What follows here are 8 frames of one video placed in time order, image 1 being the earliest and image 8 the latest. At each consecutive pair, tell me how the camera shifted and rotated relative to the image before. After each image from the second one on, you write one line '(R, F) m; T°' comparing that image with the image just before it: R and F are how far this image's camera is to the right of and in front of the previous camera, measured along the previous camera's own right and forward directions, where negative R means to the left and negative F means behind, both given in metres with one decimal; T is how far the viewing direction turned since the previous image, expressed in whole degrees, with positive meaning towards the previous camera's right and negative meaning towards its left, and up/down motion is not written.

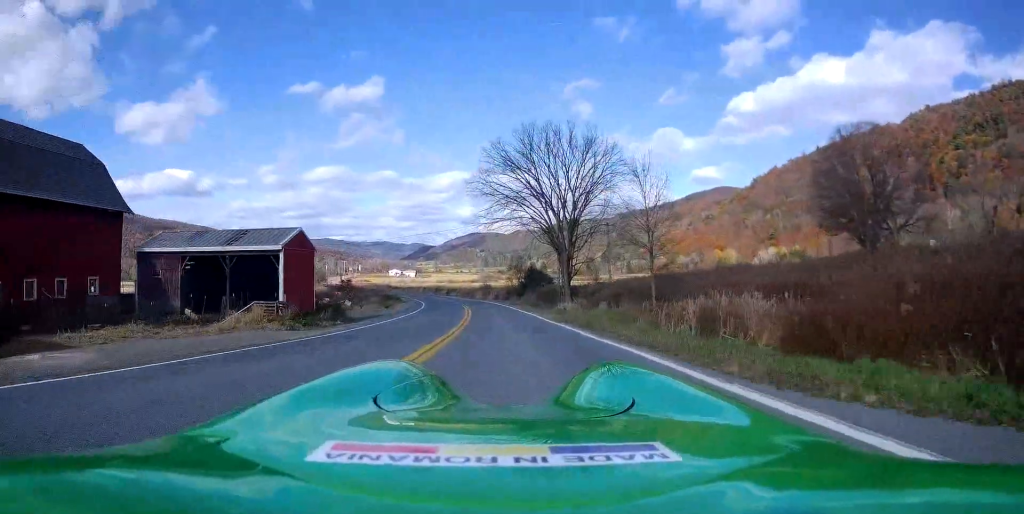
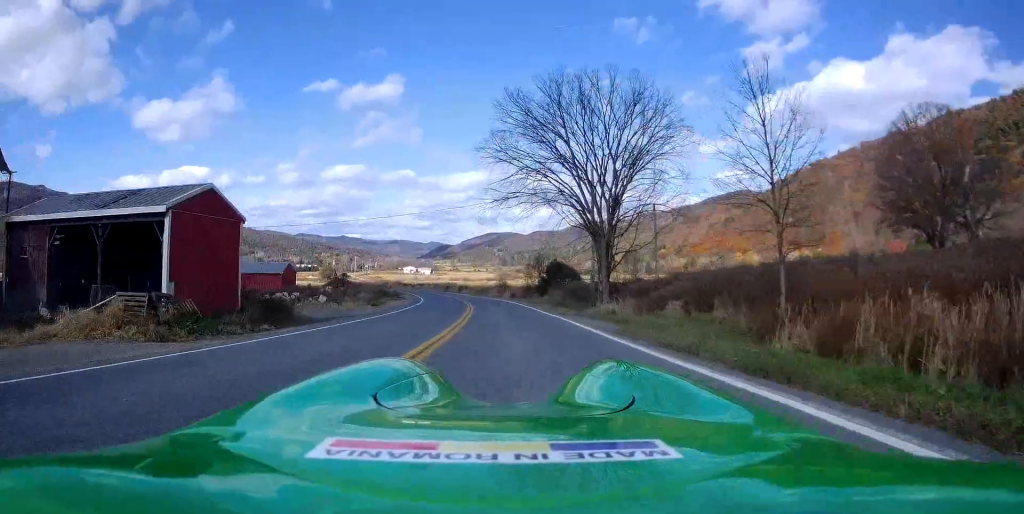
(0.0, +11.6) m; 0°
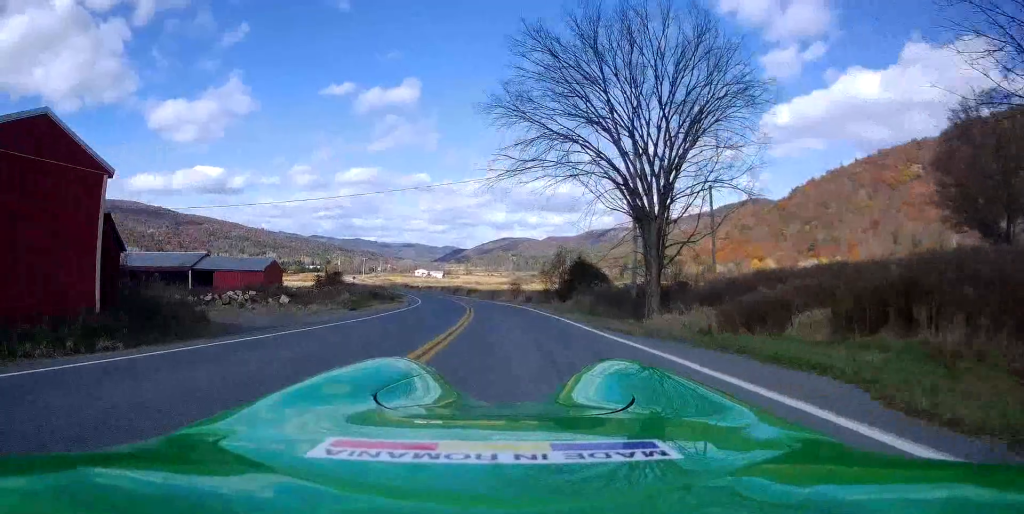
(0.0, +9.5) m; 0°
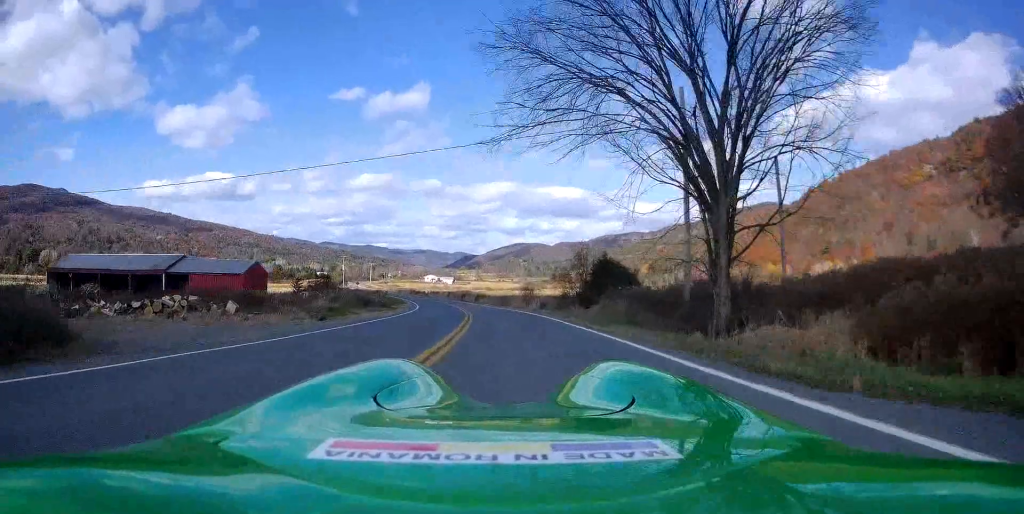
(0.0, +7.8) m; 0°
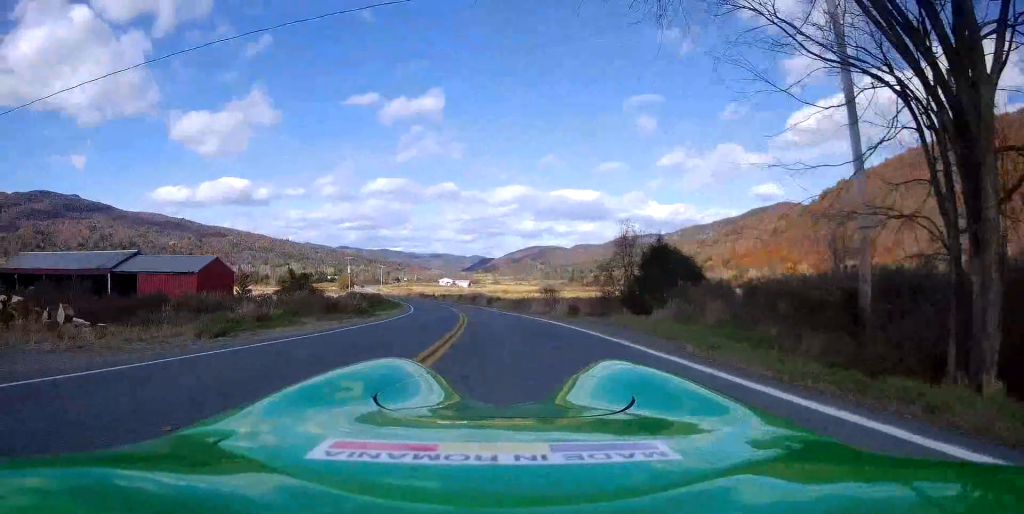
(0.0, +11.7) m; -2°
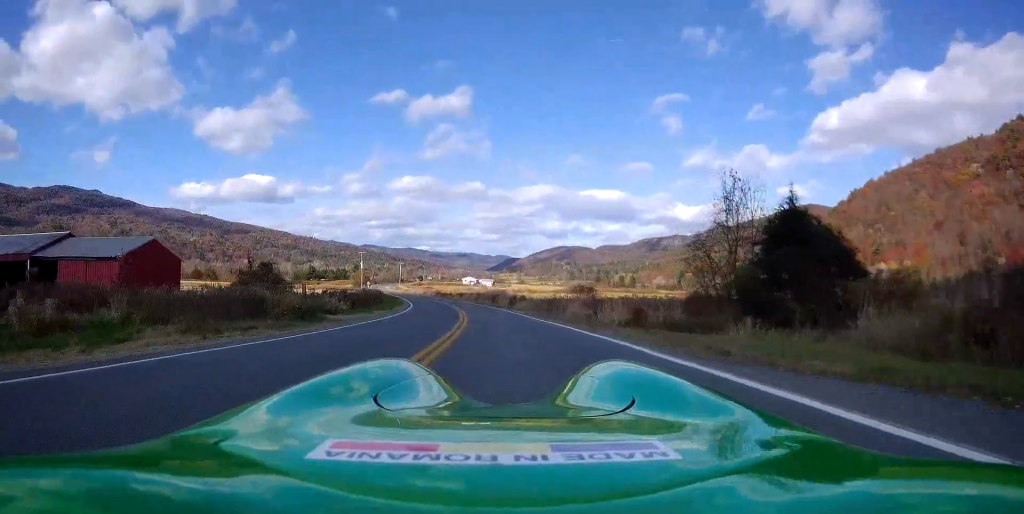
(-0.5, +13.2) m; -4°
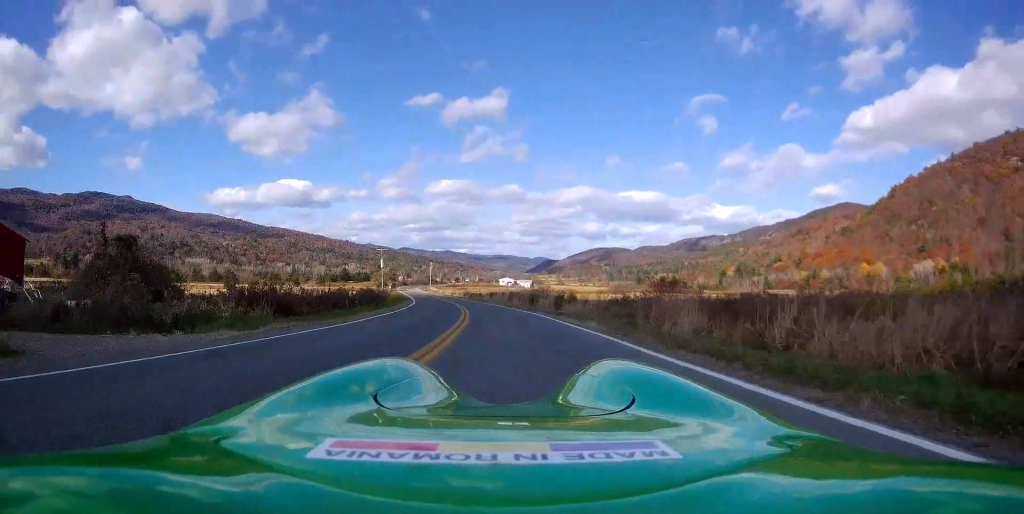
(-0.8, +18.5) m; -4°
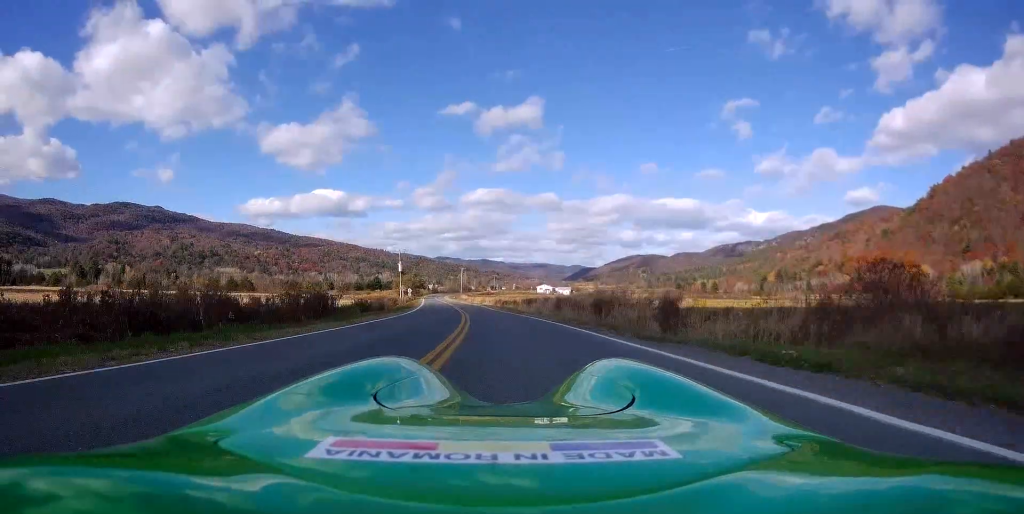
(-0.8, +20.8) m; -5°
